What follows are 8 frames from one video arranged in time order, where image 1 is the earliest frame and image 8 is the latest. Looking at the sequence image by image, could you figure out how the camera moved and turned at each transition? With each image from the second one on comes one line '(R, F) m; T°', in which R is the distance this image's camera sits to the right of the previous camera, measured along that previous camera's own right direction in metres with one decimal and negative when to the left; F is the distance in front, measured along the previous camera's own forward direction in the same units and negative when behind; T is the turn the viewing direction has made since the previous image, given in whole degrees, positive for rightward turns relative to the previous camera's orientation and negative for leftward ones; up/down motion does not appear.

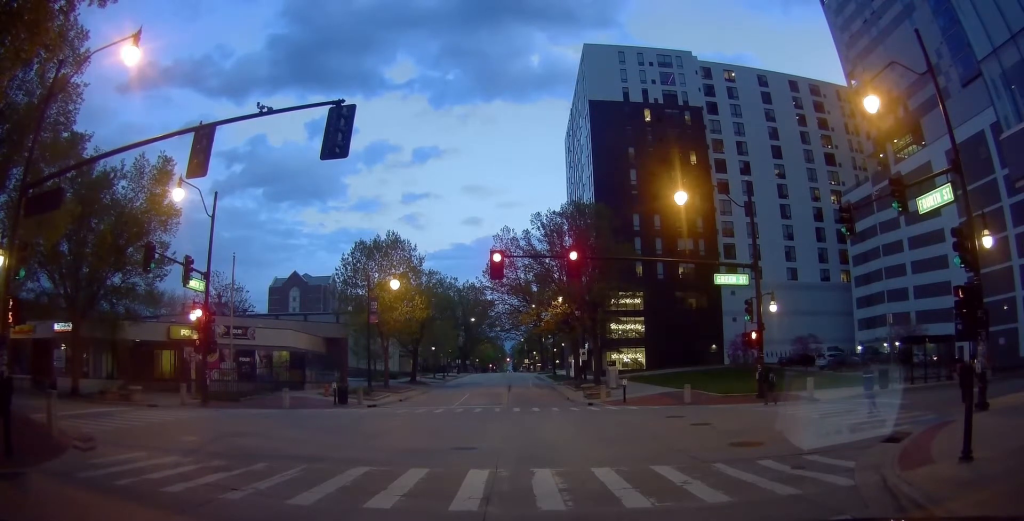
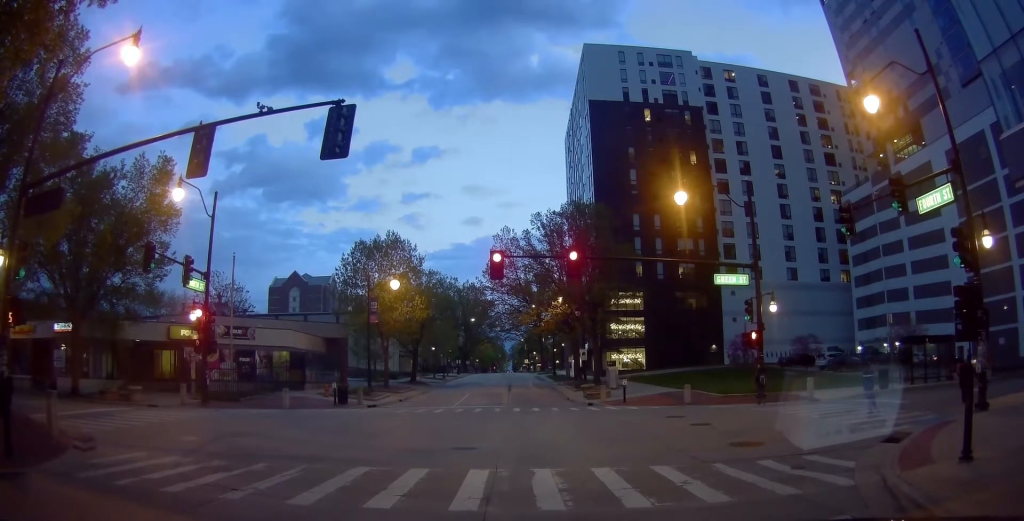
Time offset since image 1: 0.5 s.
(0.0, 0.0) m; 0°
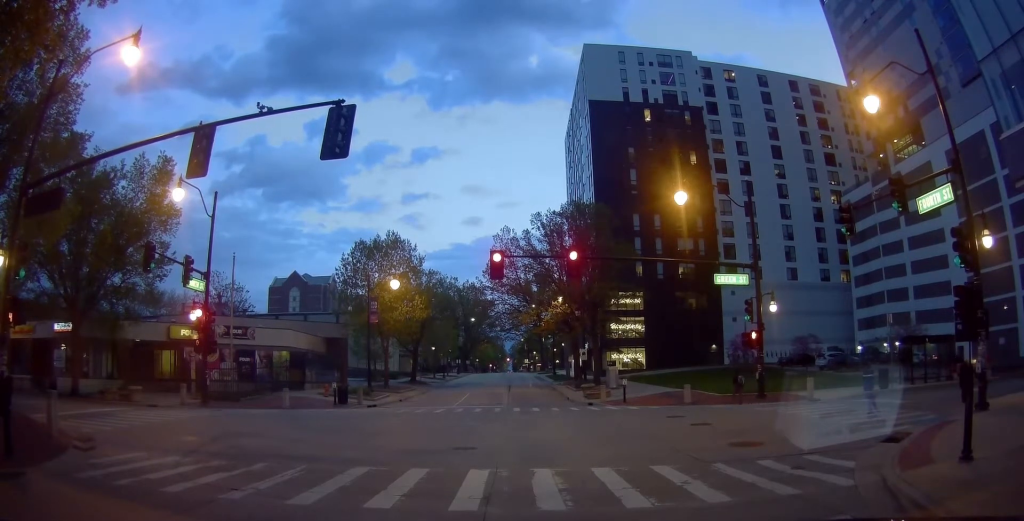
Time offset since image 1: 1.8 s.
(0.0, 0.0) m; 0°
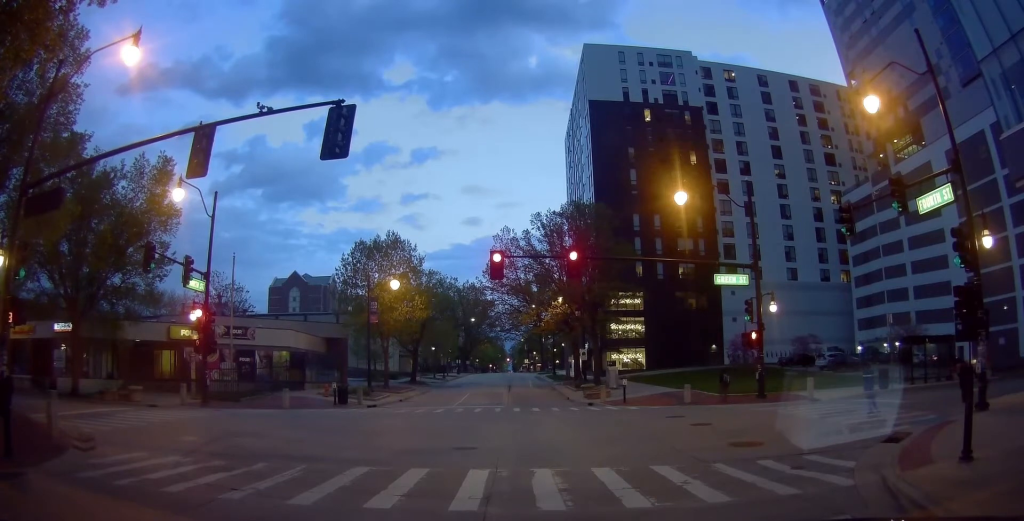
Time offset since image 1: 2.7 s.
(0.0, 0.0) m; 0°
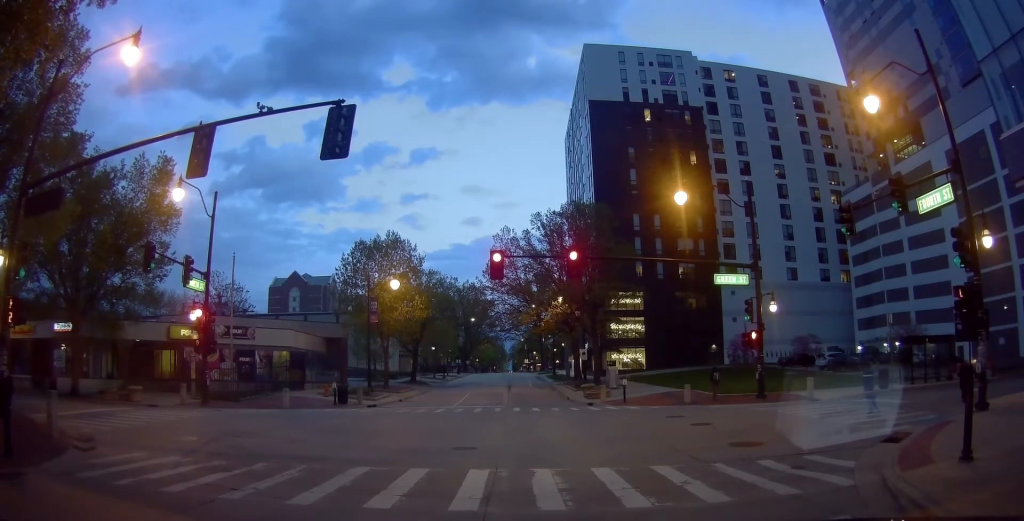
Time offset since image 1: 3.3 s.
(0.0, 0.0) m; 0°
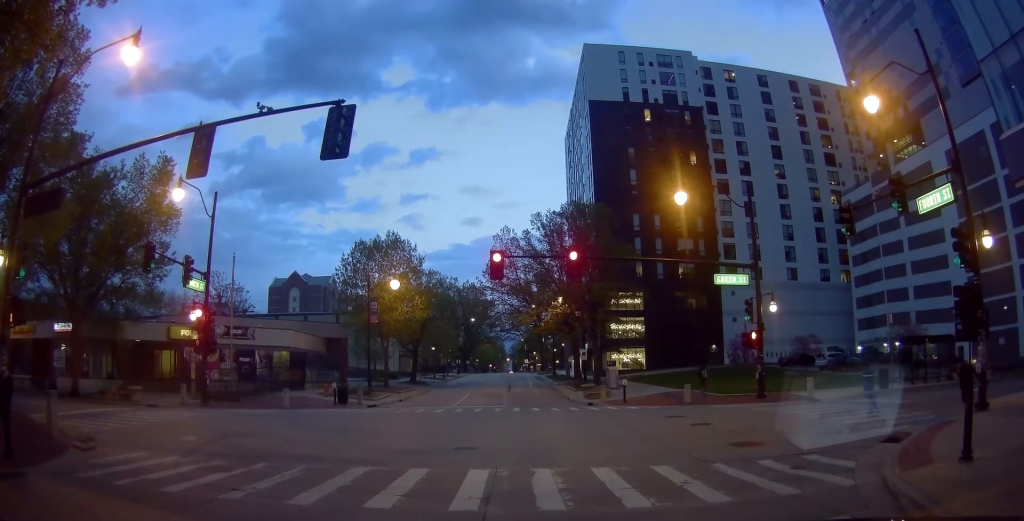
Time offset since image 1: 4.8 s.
(0.0, 0.0) m; 0°
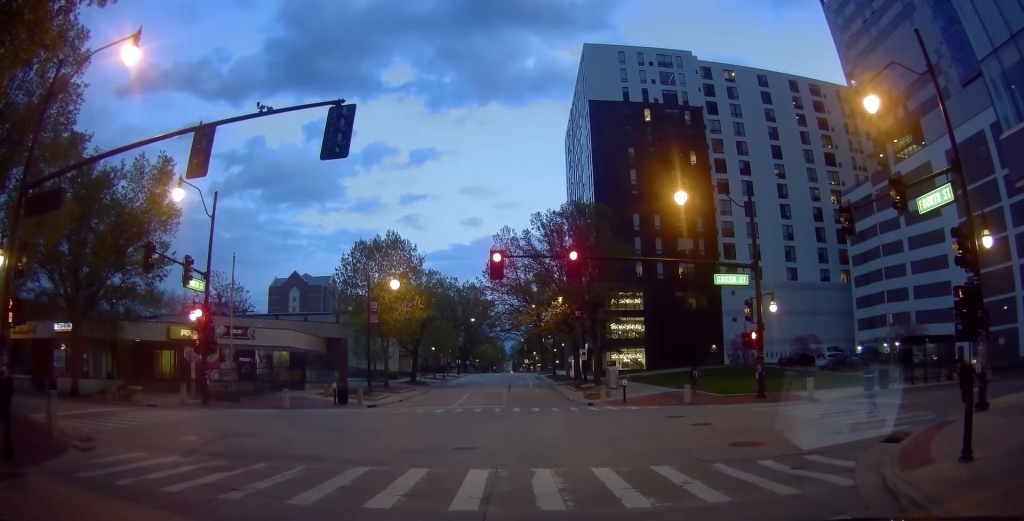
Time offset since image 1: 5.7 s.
(0.0, 0.0) m; 0°
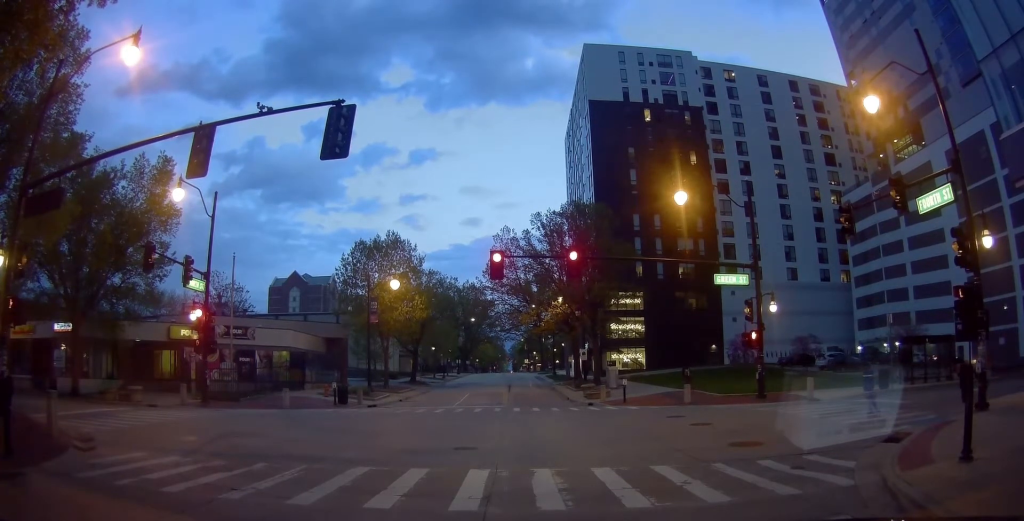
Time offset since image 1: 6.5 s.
(0.0, 0.0) m; 0°
